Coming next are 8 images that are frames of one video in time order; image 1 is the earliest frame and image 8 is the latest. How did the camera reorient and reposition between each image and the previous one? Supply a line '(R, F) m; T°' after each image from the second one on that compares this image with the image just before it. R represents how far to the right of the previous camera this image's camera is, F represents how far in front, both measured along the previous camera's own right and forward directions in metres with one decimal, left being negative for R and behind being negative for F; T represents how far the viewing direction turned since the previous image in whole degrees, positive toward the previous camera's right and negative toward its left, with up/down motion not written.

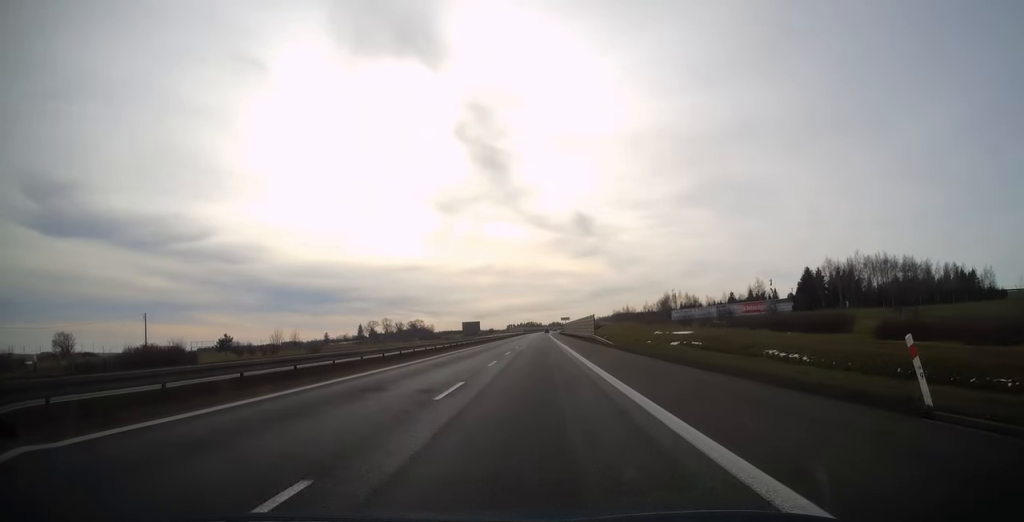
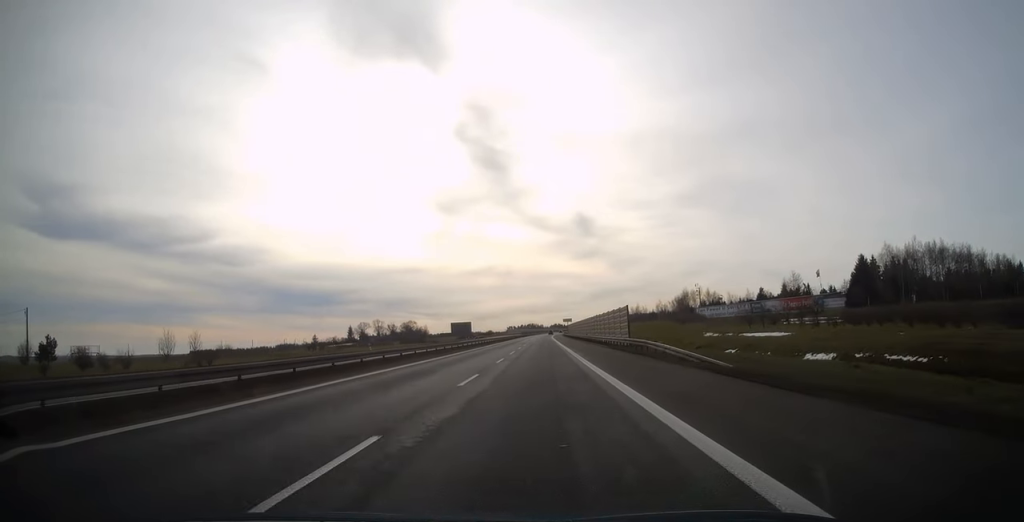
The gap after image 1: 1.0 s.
(+0.1, +31.9) m; 0°
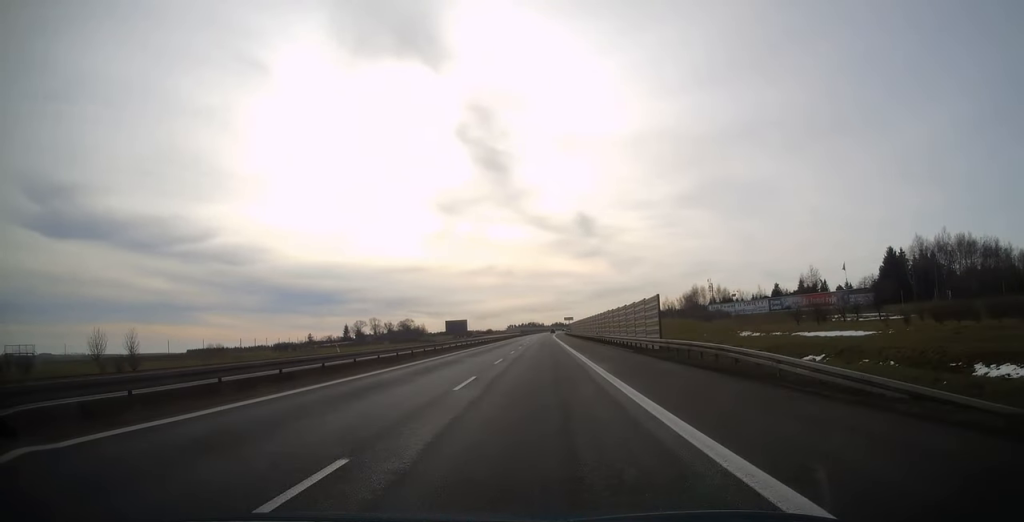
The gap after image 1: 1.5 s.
(0.0, +13.2) m; 0°
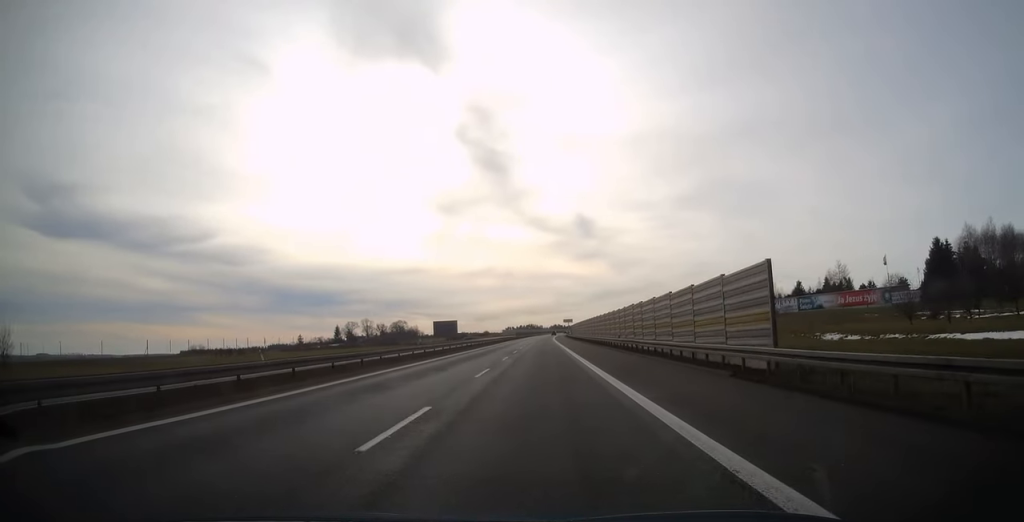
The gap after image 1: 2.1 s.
(0.0, +18.8) m; 0°
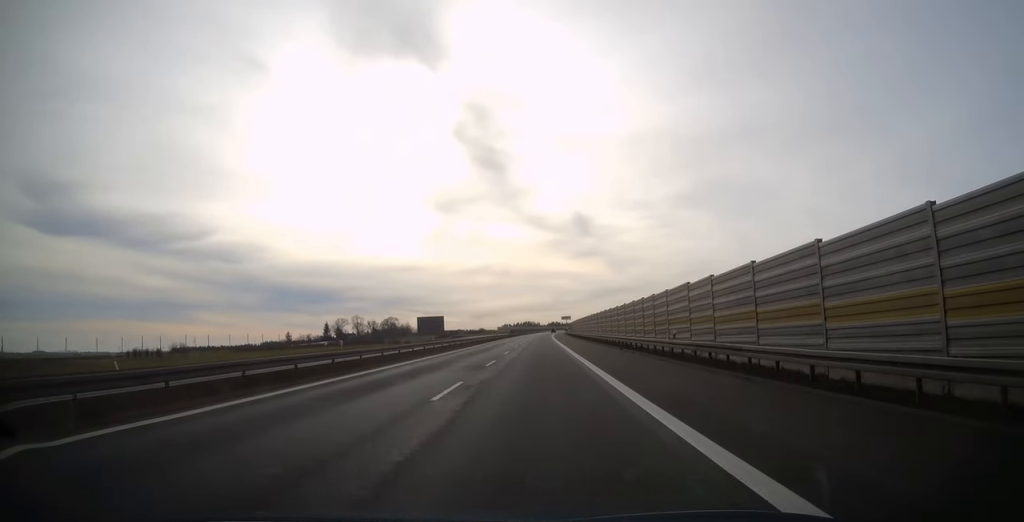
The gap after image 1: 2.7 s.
(+0.1, +18.9) m; 0°
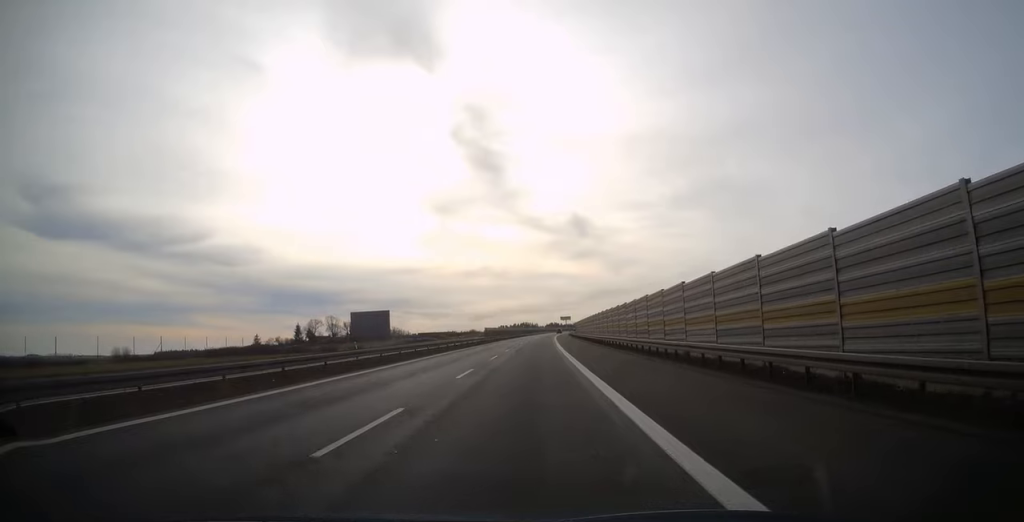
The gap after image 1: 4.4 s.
(+0.1, +52.6) m; 0°
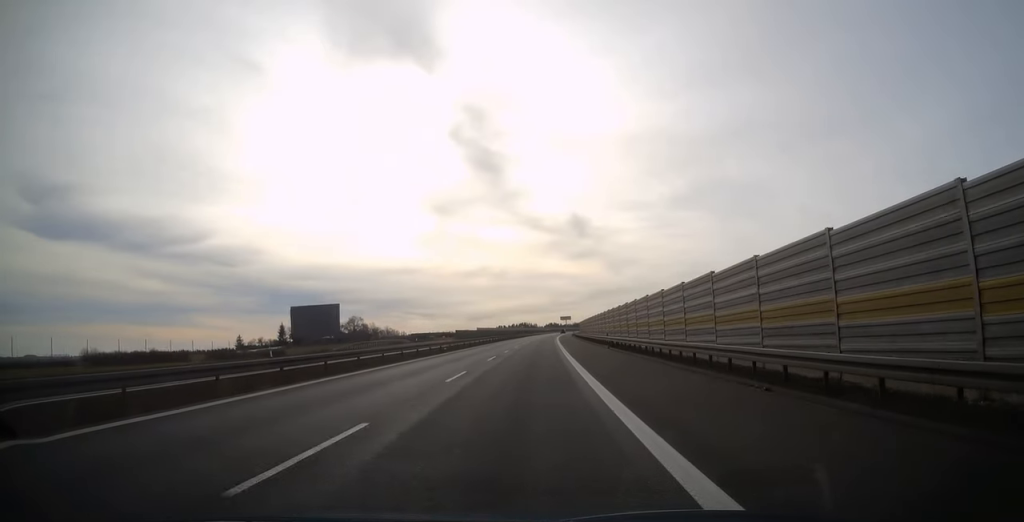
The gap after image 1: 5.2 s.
(0.0, +25.0) m; 0°
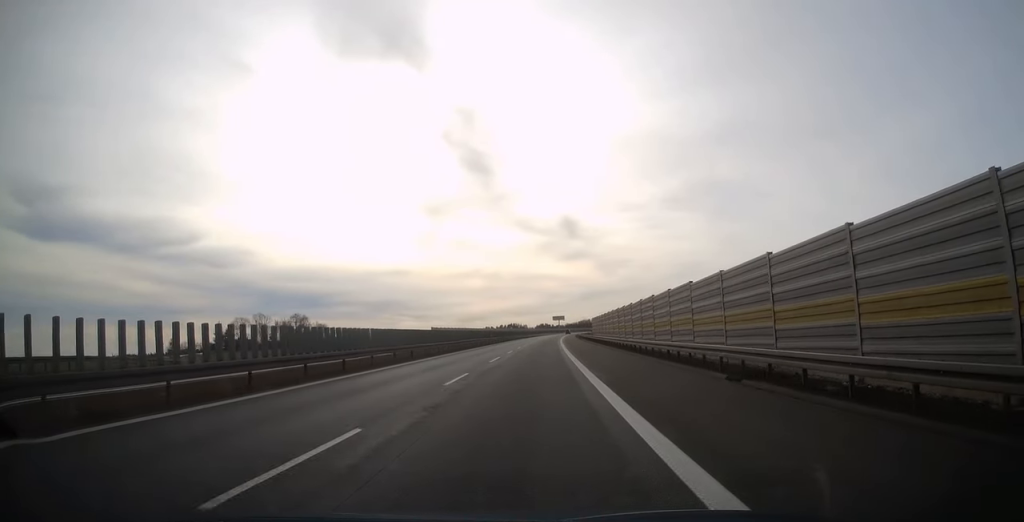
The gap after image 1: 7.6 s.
(+0.3, +70.9) m; +1°
